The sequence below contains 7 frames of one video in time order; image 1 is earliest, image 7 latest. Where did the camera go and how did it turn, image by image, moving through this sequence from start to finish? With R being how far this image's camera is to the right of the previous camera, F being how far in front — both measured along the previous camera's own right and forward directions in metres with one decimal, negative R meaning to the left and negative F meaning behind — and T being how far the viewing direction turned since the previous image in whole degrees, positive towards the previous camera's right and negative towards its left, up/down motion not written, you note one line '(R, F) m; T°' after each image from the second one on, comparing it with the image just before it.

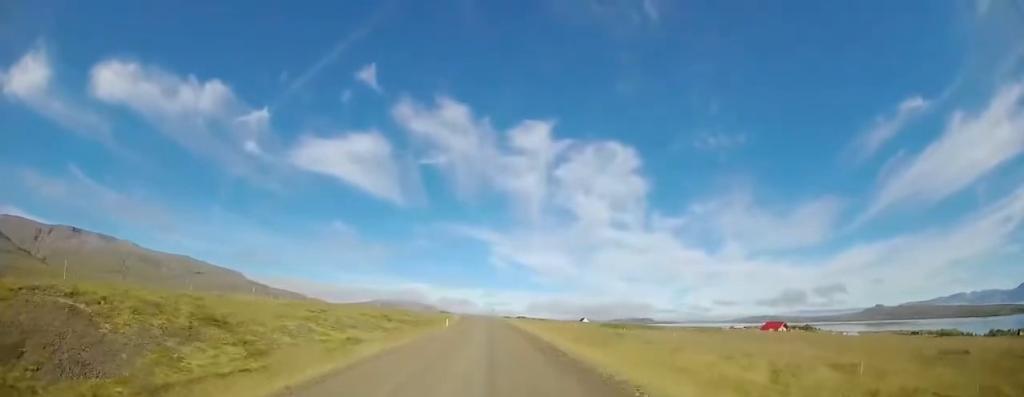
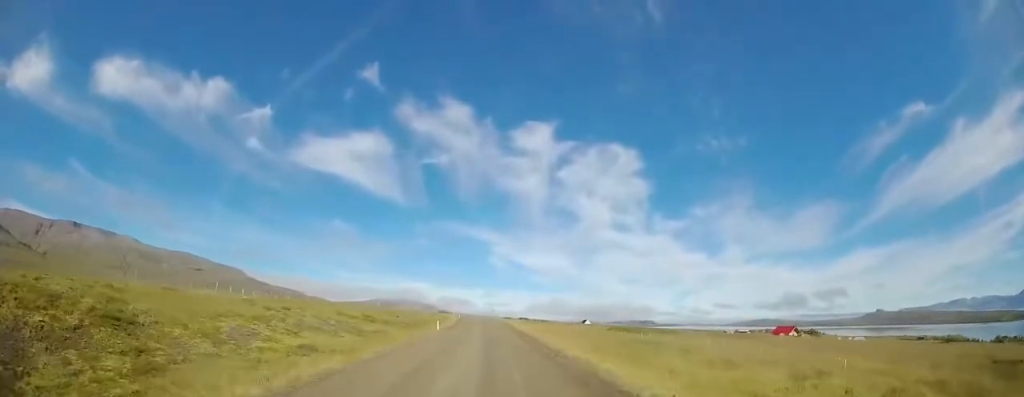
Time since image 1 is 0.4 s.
(-0.2, +7.2) m; -1°
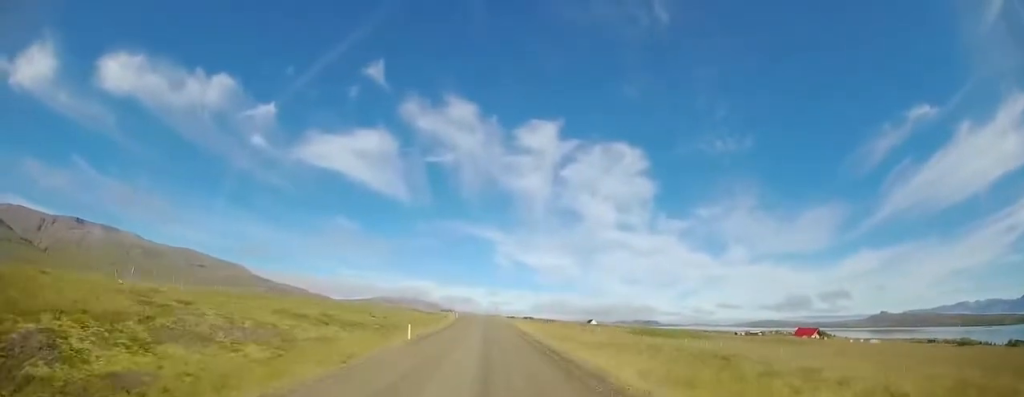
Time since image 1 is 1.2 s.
(-0.2, +12.2) m; -1°
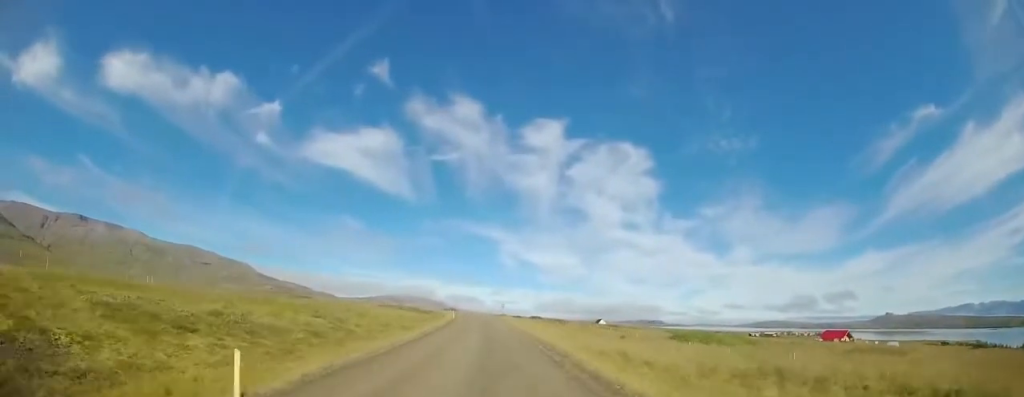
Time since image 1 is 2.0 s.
(0.0, +14.4) m; 0°
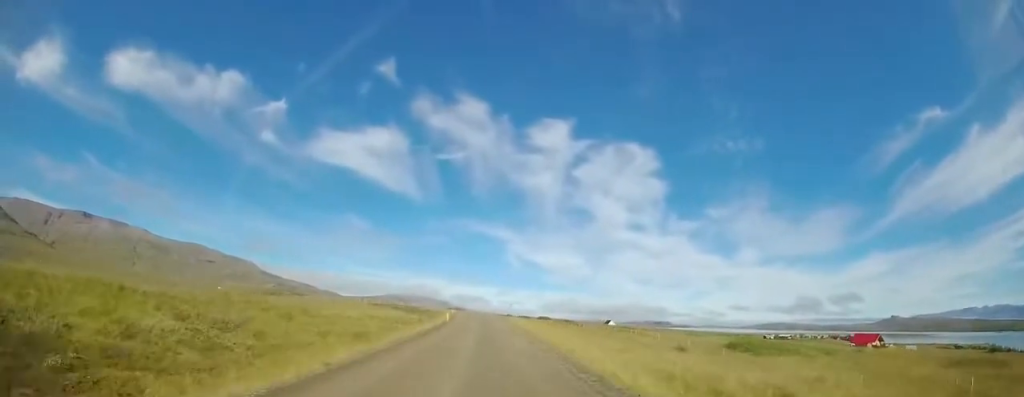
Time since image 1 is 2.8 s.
(0.0, +13.3) m; +1°
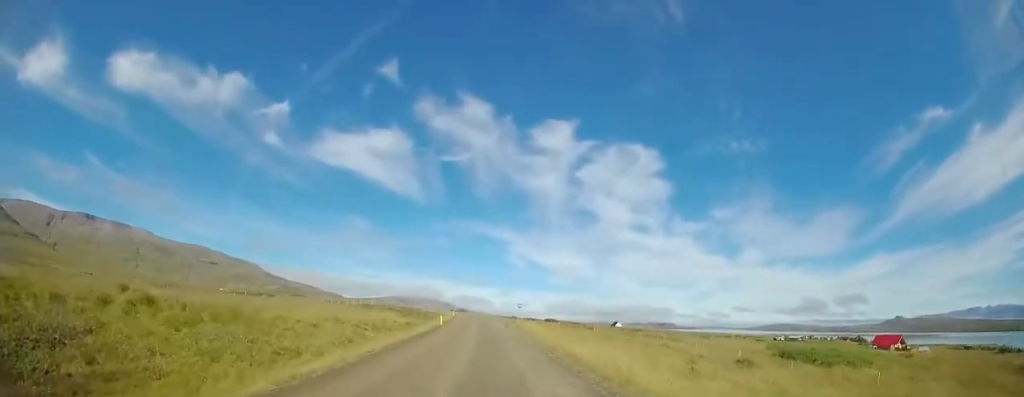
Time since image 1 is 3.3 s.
(+0.1, +8.4) m; +1°
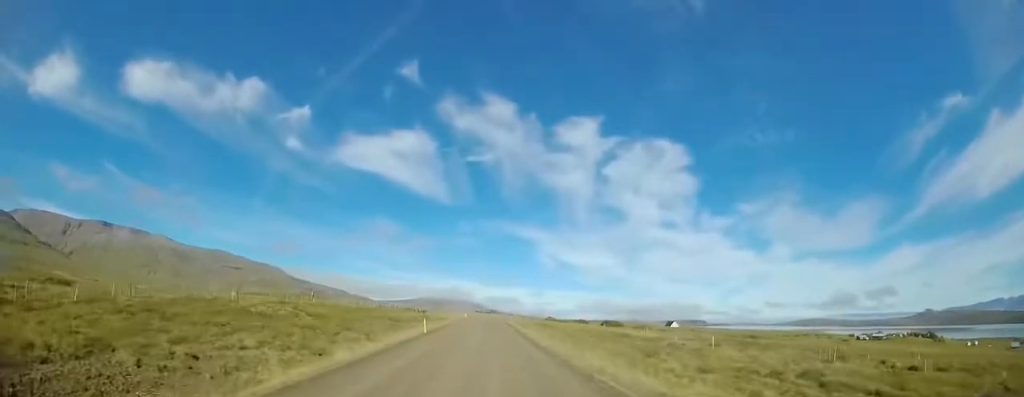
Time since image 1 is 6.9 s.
(-0.3, +60.7) m; -4°
